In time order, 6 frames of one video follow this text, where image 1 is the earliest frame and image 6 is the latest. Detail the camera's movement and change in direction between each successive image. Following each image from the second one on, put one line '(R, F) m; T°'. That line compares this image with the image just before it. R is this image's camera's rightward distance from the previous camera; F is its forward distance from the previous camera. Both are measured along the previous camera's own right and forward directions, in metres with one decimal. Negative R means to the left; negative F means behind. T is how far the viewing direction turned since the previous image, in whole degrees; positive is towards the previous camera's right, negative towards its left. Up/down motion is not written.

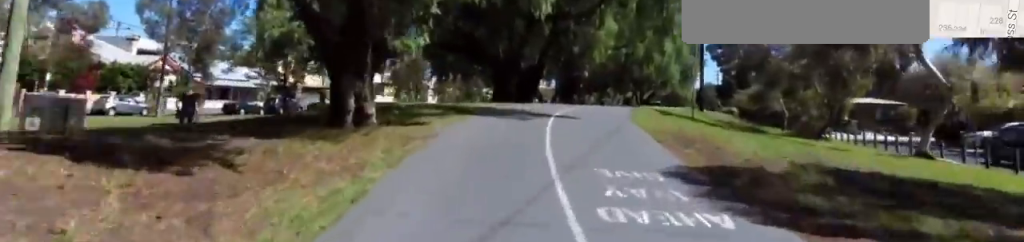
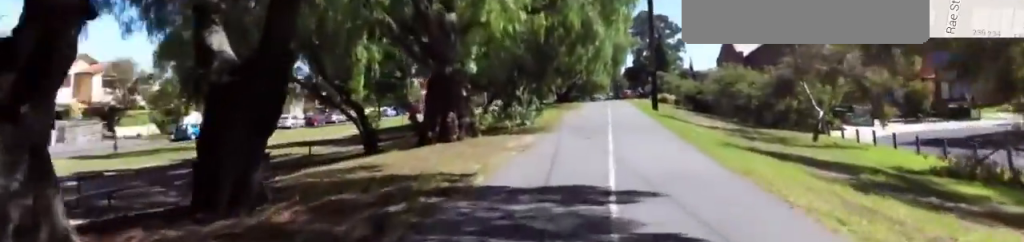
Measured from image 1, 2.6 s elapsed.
(+1.8, +18.7) m; +22°
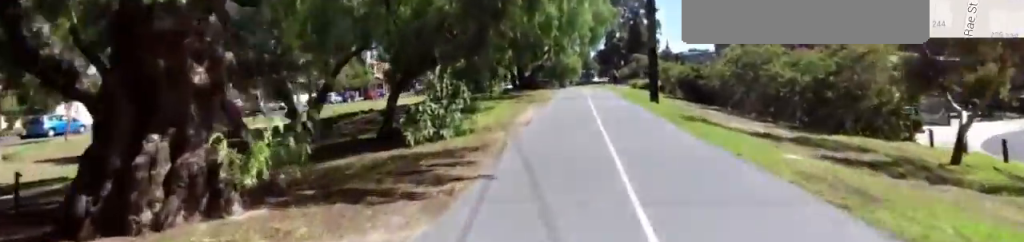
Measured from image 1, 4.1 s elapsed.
(+0.9, +11.0) m; +1°
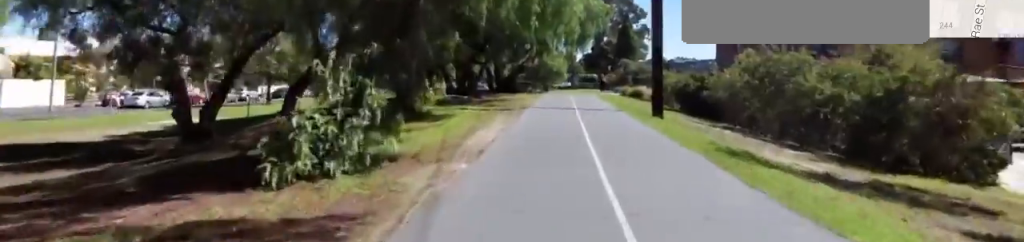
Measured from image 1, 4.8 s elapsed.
(-1.0, +5.3) m; 0°
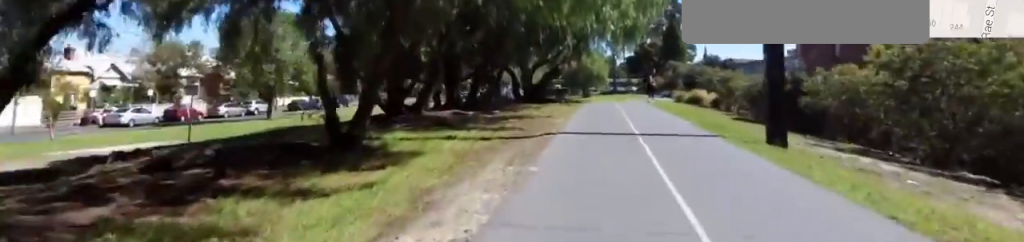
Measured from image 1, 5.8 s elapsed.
(+1.4, +7.5) m; 0°
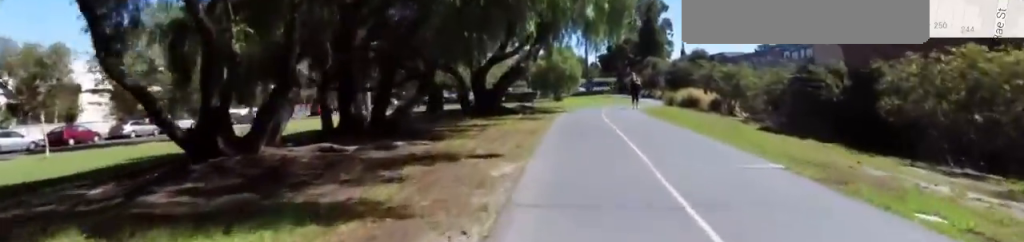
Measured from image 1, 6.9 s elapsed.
(-1.4, +7.7) m; -8°
